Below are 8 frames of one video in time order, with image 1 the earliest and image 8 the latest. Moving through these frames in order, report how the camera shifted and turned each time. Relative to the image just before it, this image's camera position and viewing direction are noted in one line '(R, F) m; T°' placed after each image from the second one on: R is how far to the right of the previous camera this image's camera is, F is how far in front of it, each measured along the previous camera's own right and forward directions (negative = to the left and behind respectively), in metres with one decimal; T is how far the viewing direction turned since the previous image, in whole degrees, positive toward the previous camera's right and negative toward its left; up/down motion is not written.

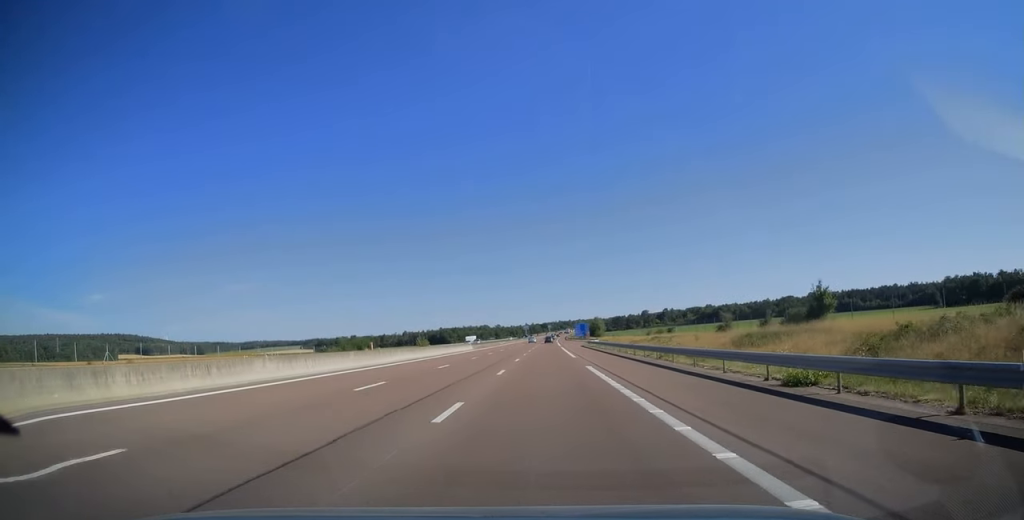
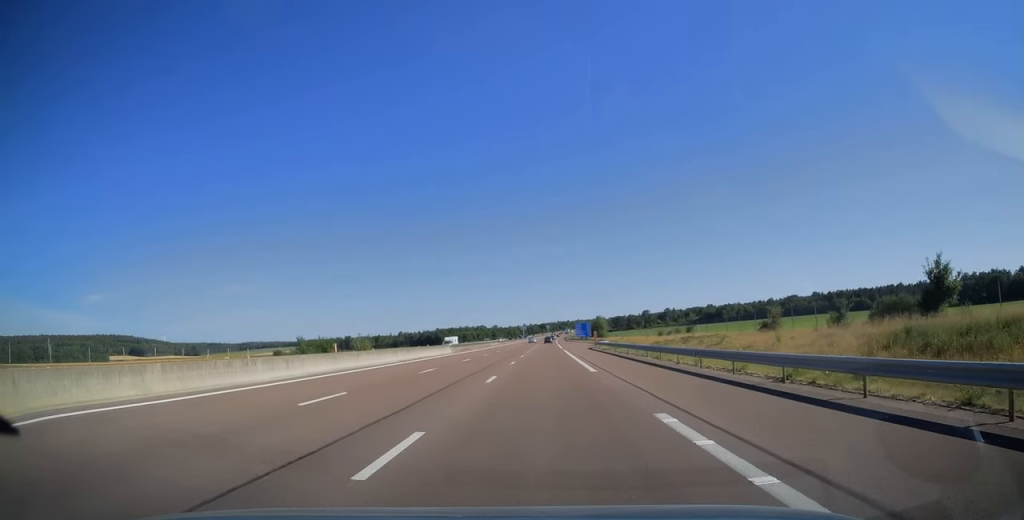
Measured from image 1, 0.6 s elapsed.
(0.0, +17.1) m; 0°
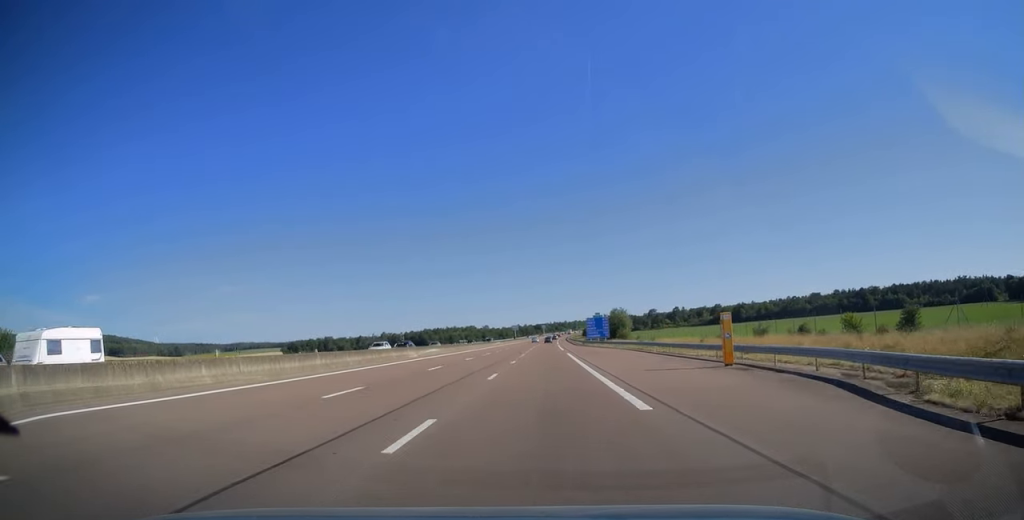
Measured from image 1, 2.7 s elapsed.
(+0.4, +63.6) m; 0°
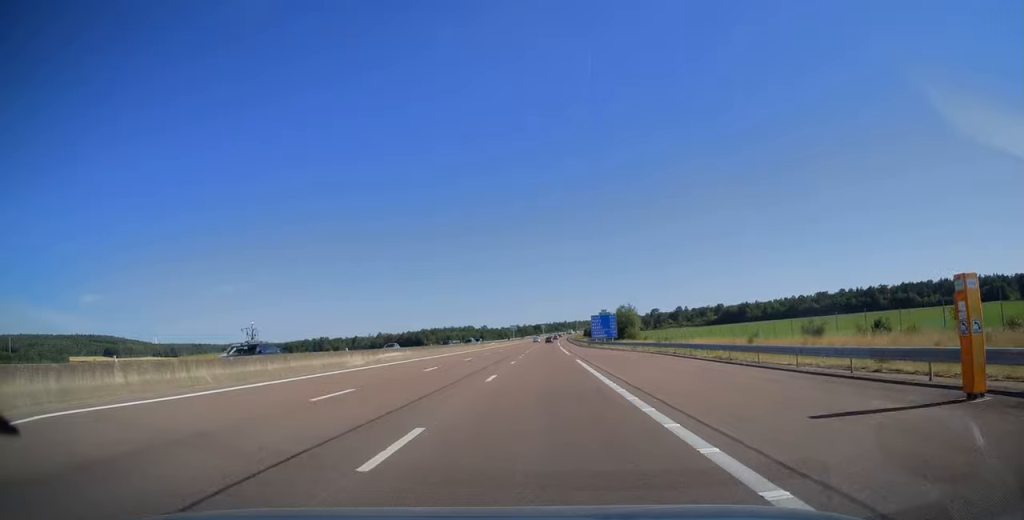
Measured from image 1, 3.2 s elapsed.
(0.0, +14.0) m; 0°
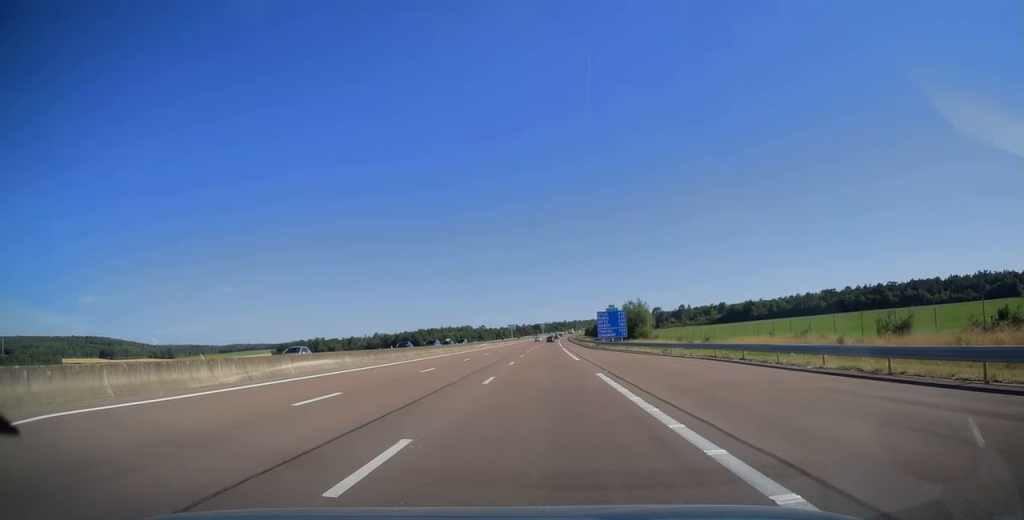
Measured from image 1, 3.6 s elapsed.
(0.0, +14.0) m; 0°
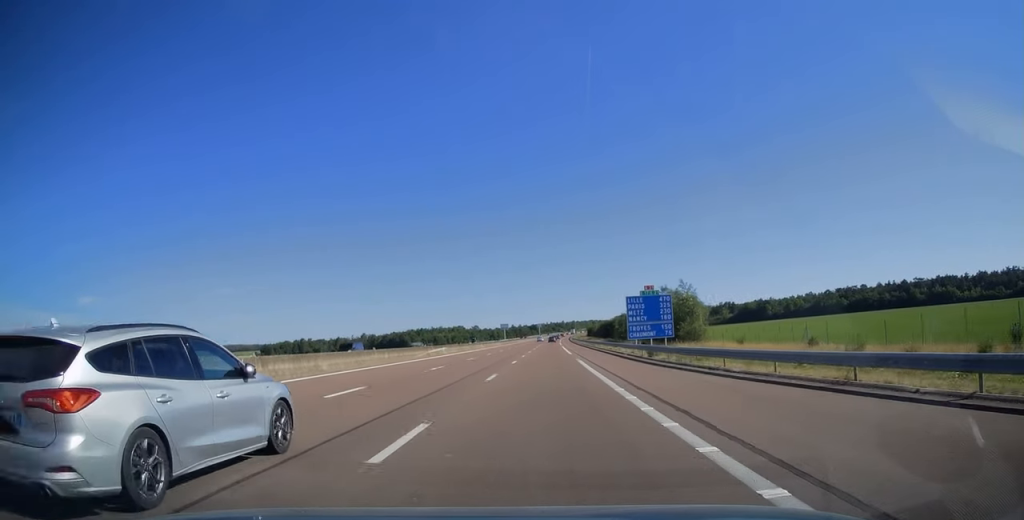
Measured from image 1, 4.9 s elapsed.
(+0.1, +37.7) m; 0°
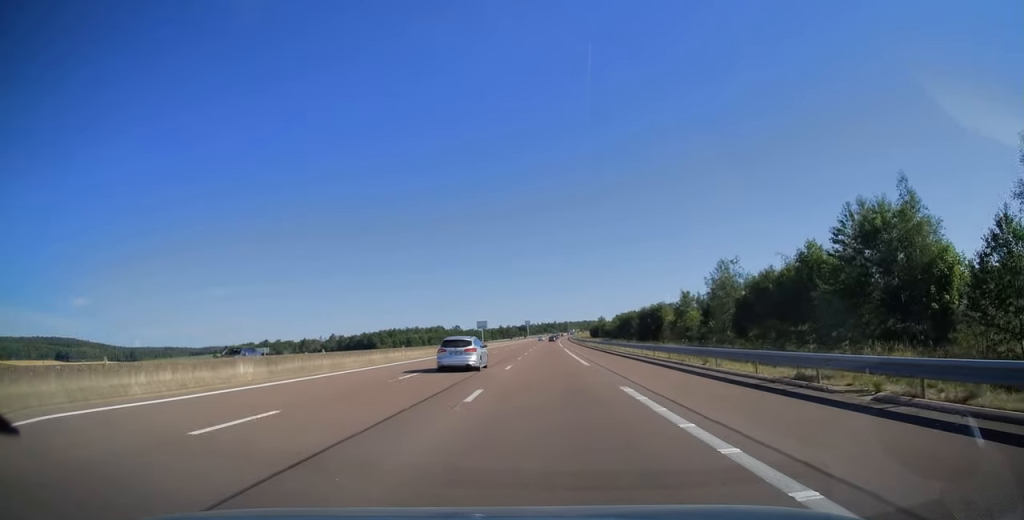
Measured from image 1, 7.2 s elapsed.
(+0.3, +71.7) m; +1°
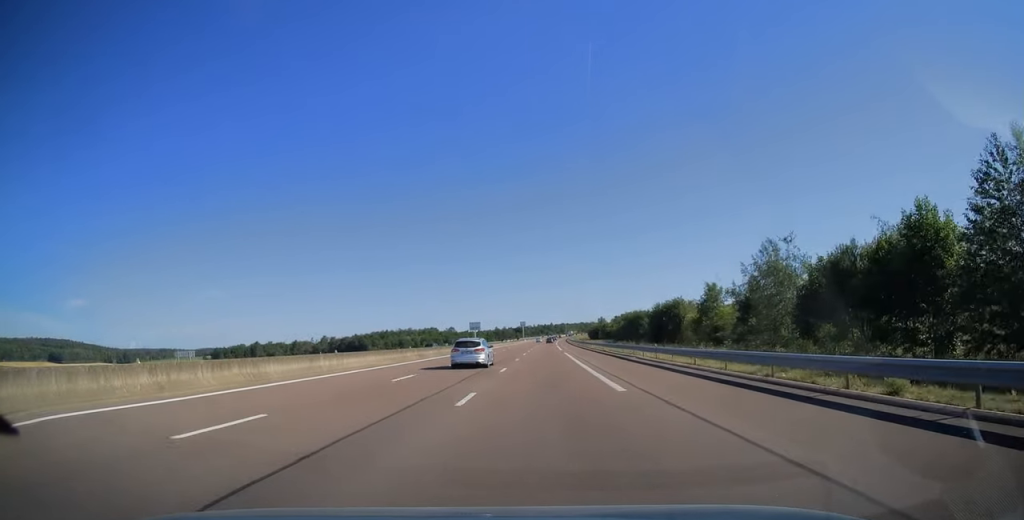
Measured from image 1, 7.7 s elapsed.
(0.0, +13.6) m; 0°
